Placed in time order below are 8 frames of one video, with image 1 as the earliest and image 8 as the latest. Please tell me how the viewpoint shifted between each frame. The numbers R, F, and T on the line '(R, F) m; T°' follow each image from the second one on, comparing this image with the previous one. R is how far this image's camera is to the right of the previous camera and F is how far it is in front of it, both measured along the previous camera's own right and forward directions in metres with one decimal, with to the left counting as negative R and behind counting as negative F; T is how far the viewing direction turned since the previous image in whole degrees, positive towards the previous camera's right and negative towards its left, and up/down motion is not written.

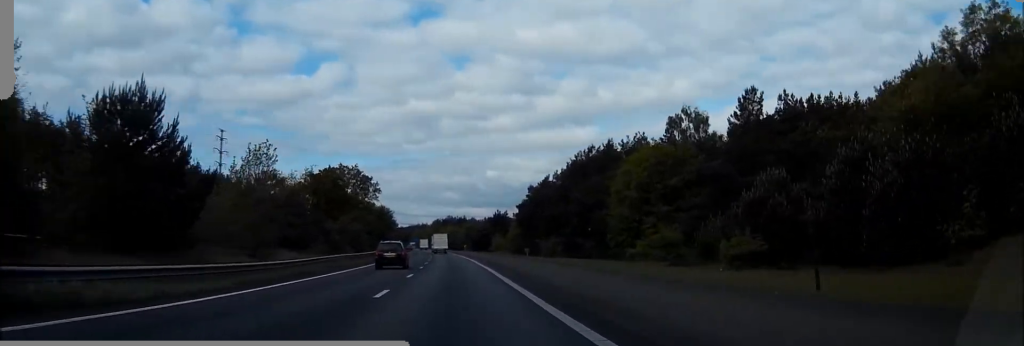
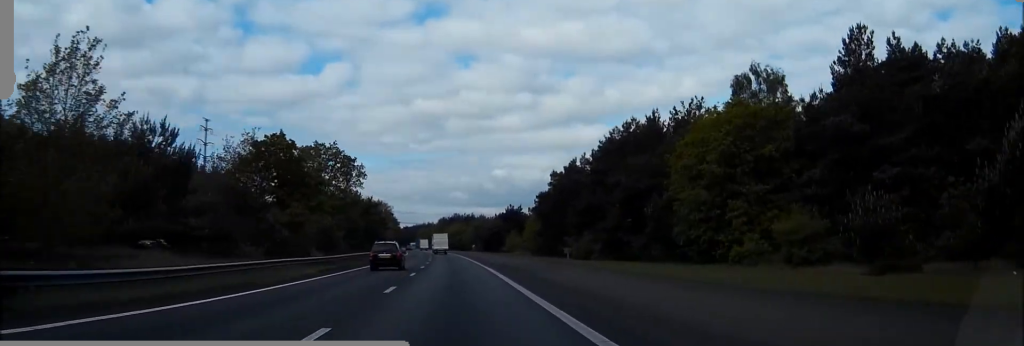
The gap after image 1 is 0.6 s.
(-0.1, +21.8) m; -1°
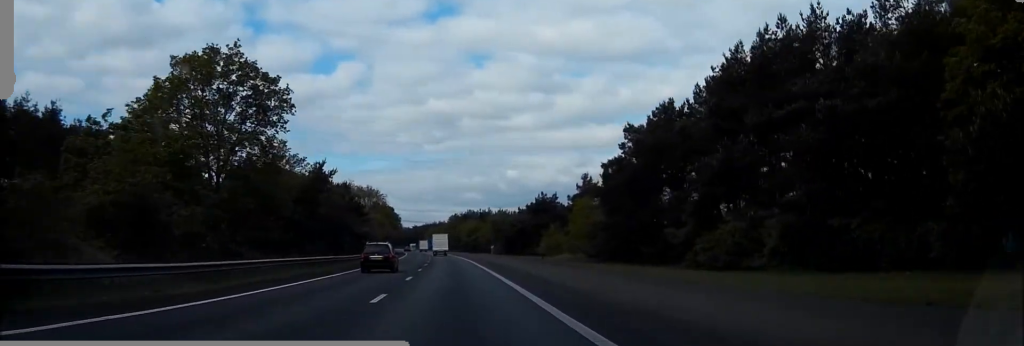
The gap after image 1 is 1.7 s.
(-0.4, +37.9) m; -1°
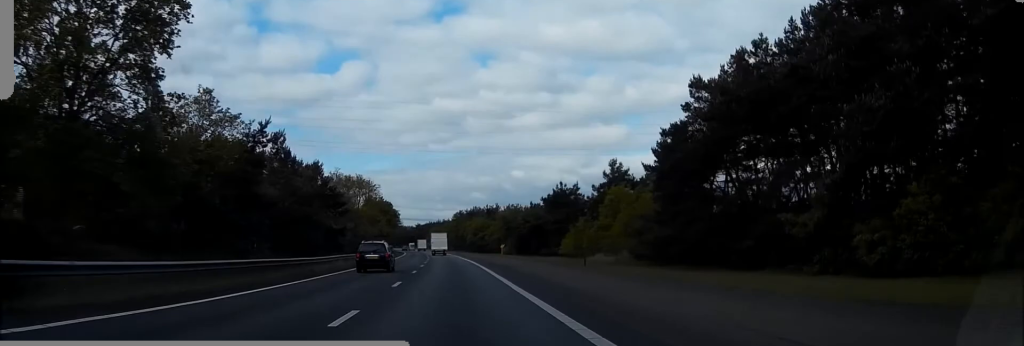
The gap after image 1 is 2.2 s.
(-0.1, +17.2) m; 0°
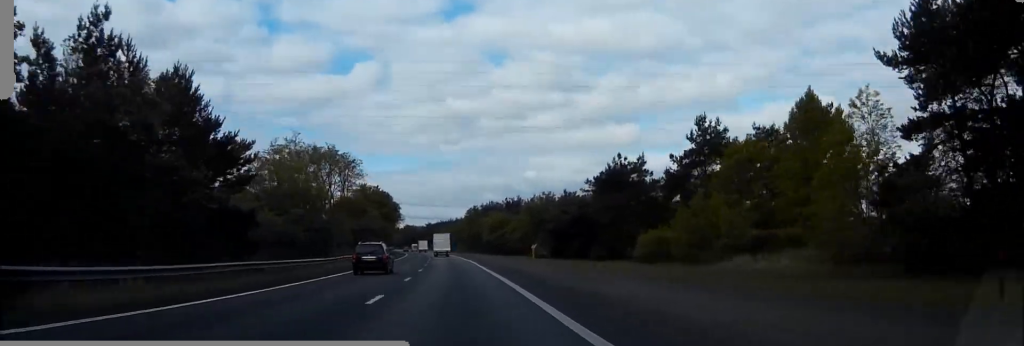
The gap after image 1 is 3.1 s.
(-0.1, +31.3) m; -1°
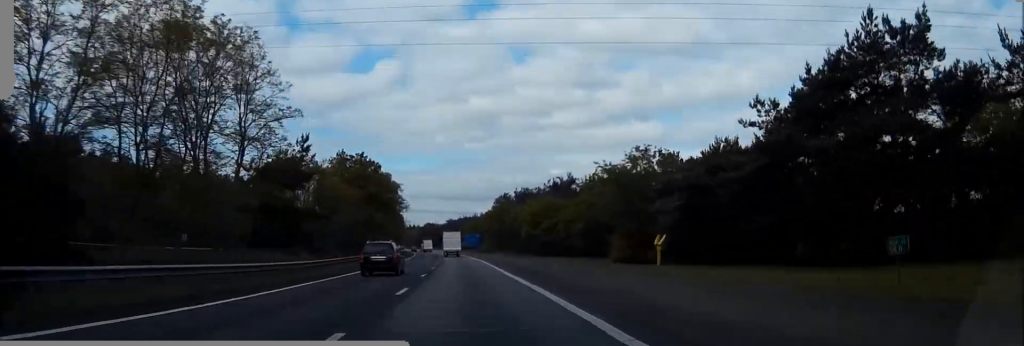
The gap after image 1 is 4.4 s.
(-0.6, +45.3) m; -2°
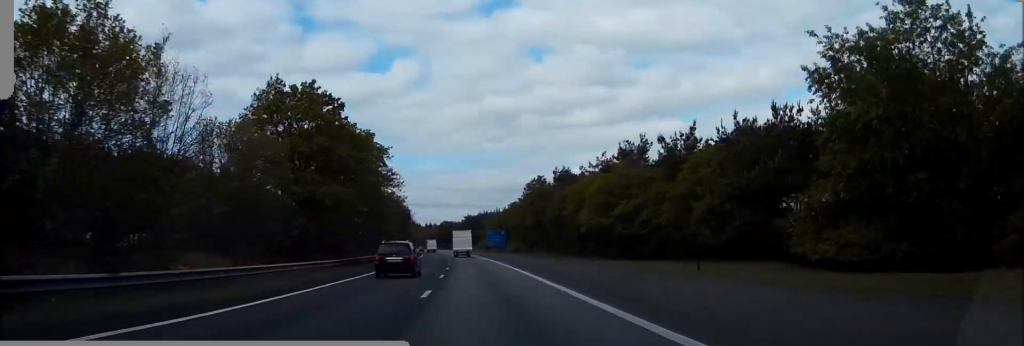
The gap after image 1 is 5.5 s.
(-0.6, +37.2) m; -2°
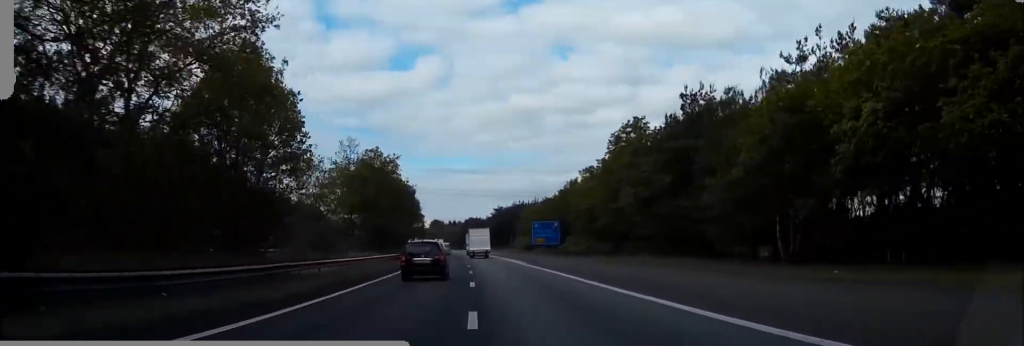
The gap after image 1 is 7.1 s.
(-1.2, +55.9) m; -2°
